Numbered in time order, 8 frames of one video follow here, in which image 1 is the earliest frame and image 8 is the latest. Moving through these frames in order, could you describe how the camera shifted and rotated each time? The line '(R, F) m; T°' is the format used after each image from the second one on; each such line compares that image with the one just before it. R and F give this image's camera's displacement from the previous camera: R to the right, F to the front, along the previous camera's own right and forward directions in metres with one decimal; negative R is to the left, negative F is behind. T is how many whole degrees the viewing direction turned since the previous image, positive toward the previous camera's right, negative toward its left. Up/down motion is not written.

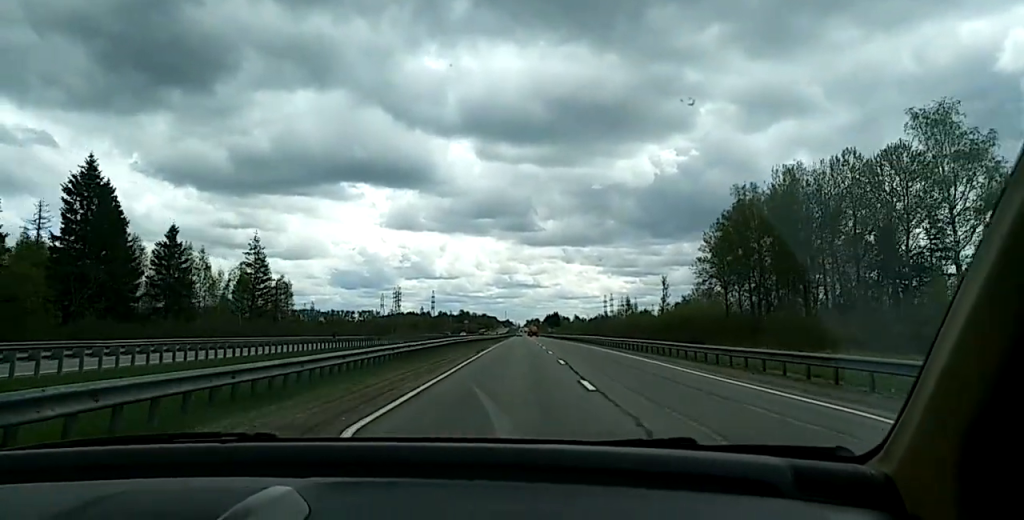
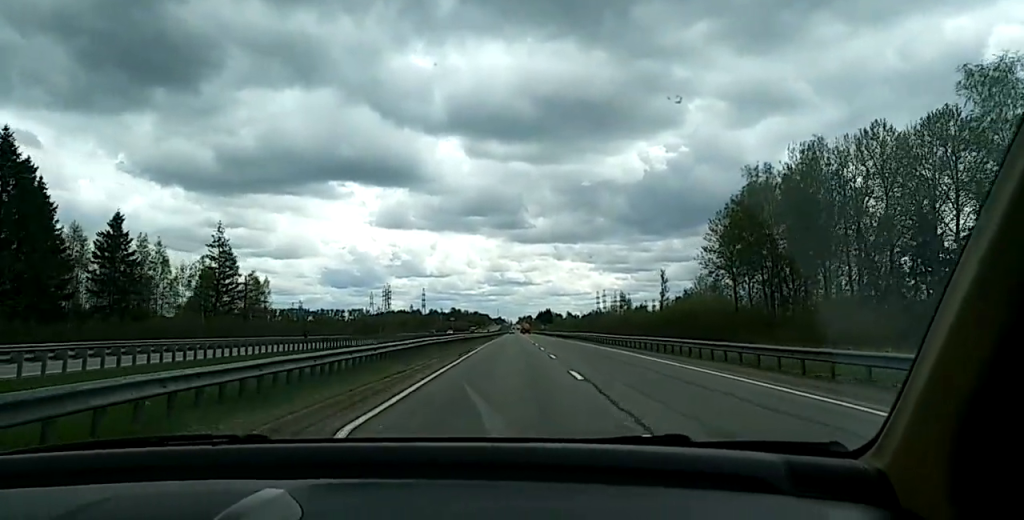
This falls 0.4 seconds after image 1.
(0.0, +12.2) m; 0°
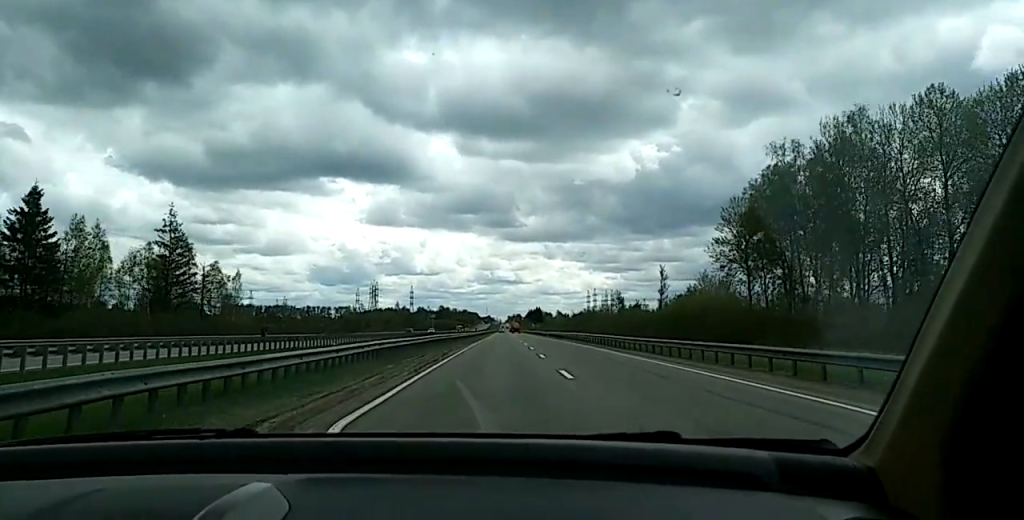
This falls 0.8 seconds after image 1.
(+0.1, +13.1) m; 0°
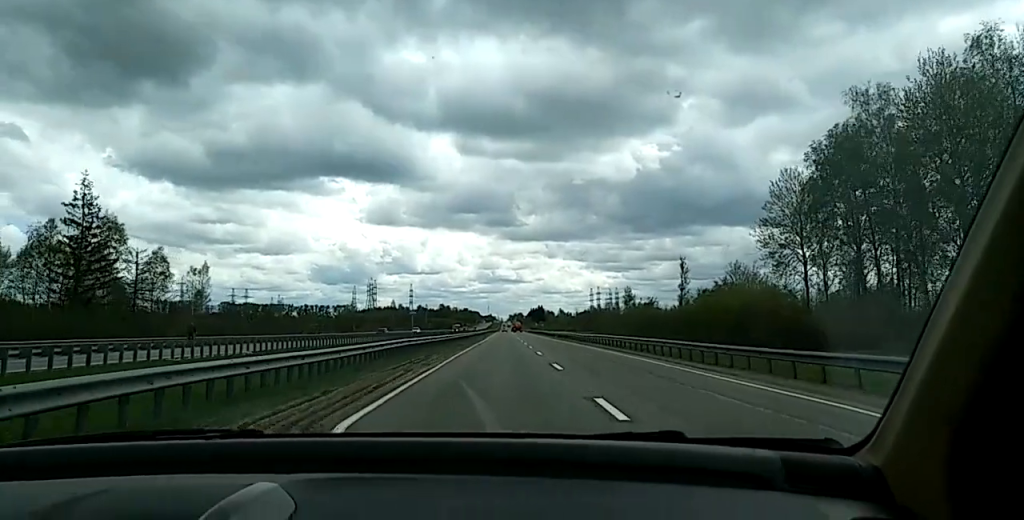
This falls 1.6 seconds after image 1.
(-0.1, +19.2) m; 0°
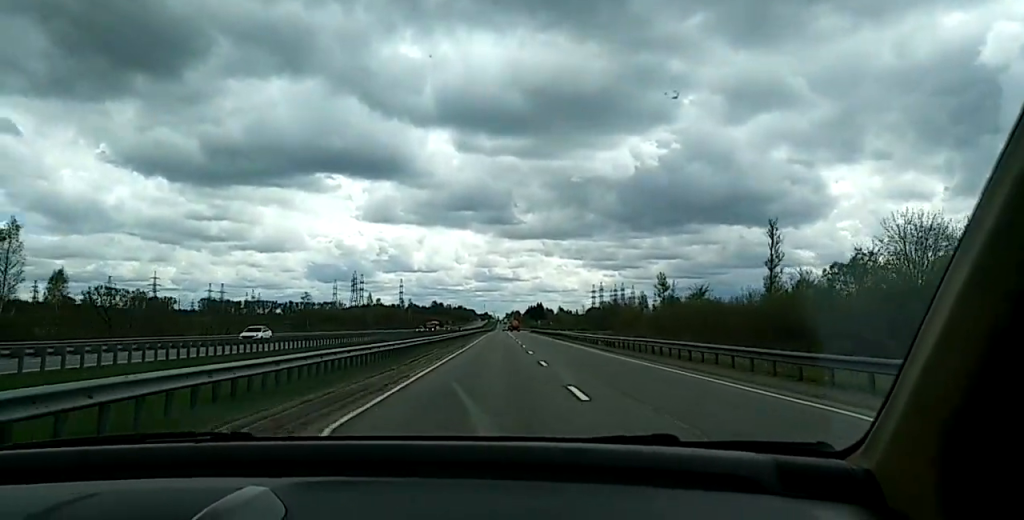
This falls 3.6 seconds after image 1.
(-0.1, +44.4) m; 0°
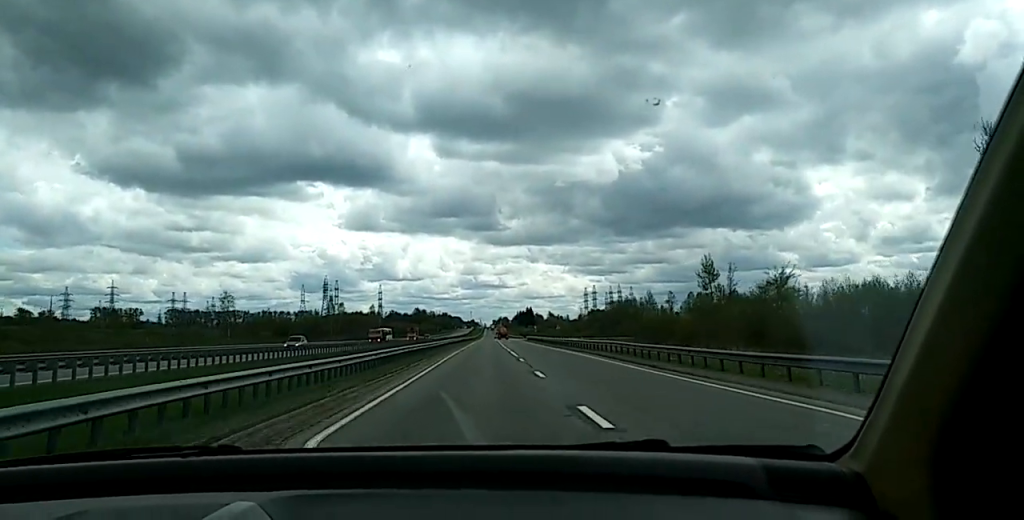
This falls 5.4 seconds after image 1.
(-0.1, +42.0) m; 0°
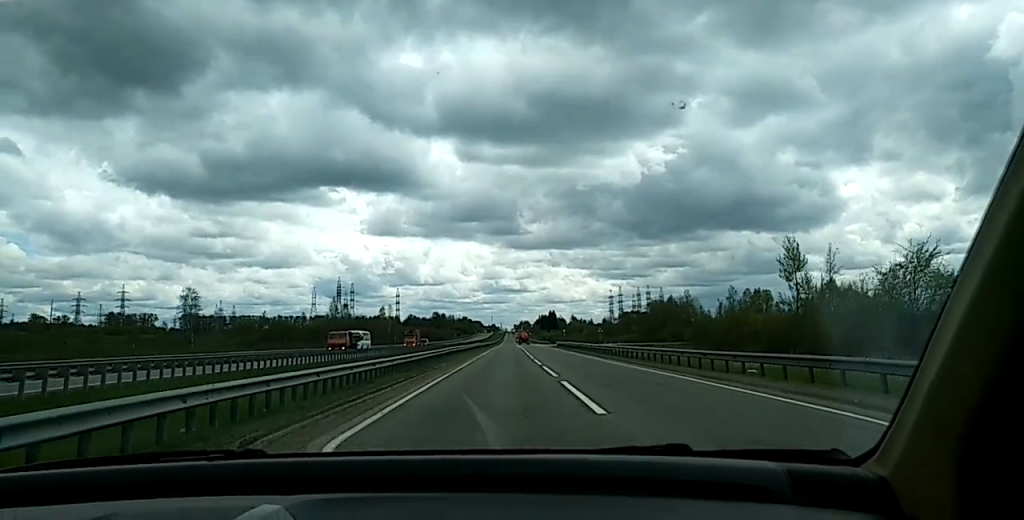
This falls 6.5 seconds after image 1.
(+0.2, +27.6) m; 0°
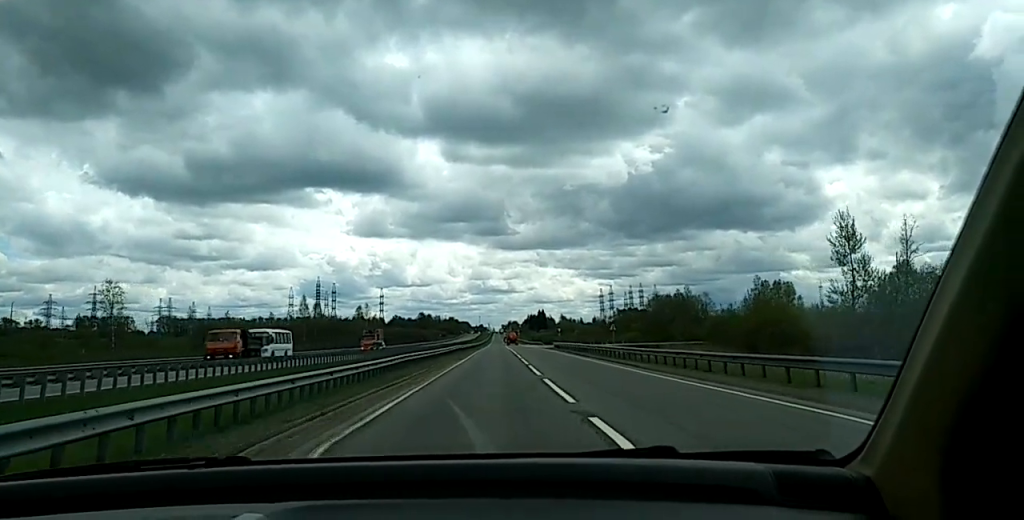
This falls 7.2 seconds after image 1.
(0.0, +21.2) m; 0°
